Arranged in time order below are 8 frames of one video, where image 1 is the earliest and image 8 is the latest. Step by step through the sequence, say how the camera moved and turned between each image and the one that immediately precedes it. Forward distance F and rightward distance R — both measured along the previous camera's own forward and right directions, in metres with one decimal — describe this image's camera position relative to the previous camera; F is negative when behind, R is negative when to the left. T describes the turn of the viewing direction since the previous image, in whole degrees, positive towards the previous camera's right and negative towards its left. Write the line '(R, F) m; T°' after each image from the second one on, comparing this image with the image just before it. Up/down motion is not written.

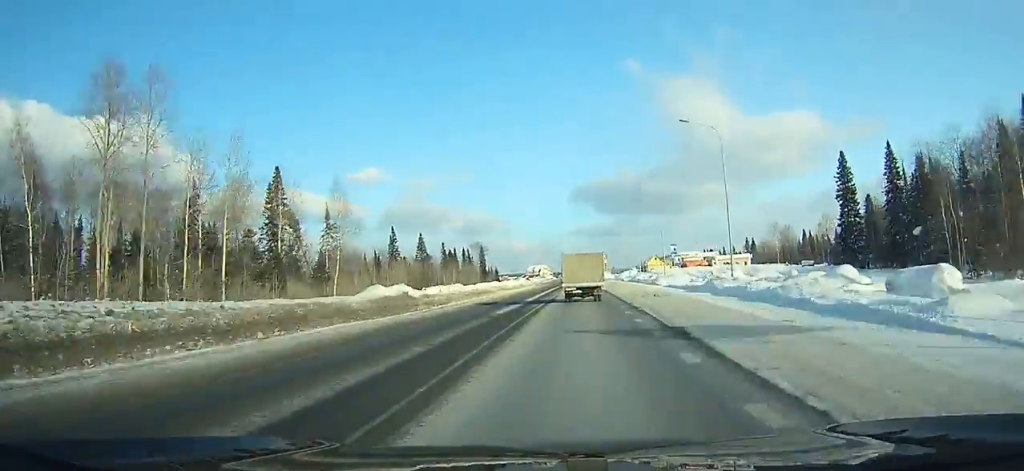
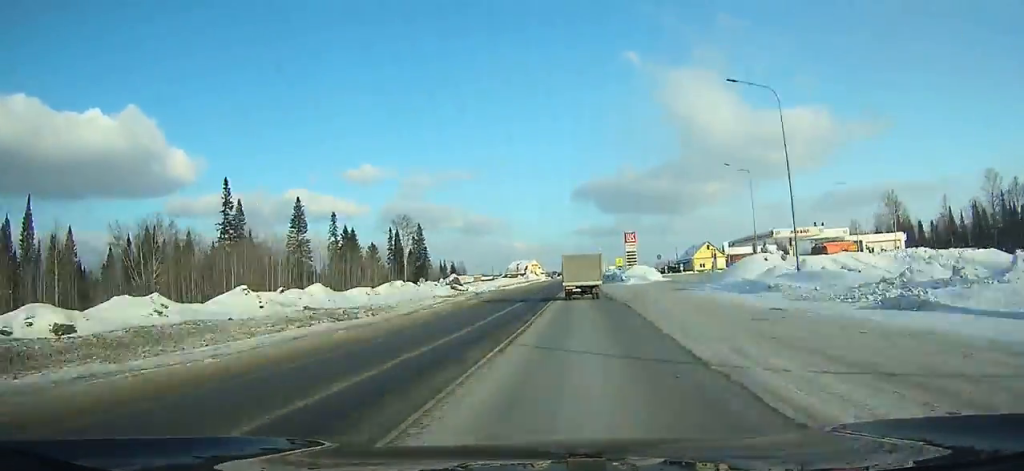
(-1.1, +100.5) m; -1°
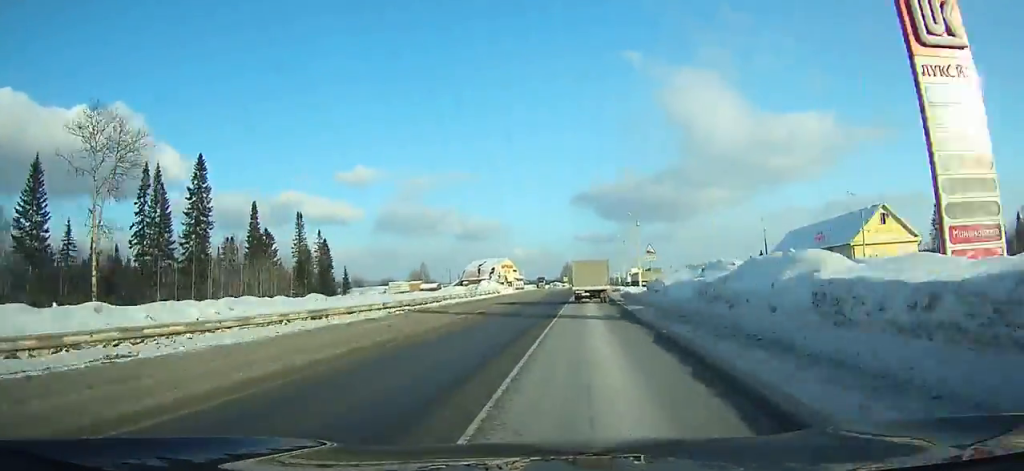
(+0.5, +92.1) m; +1°
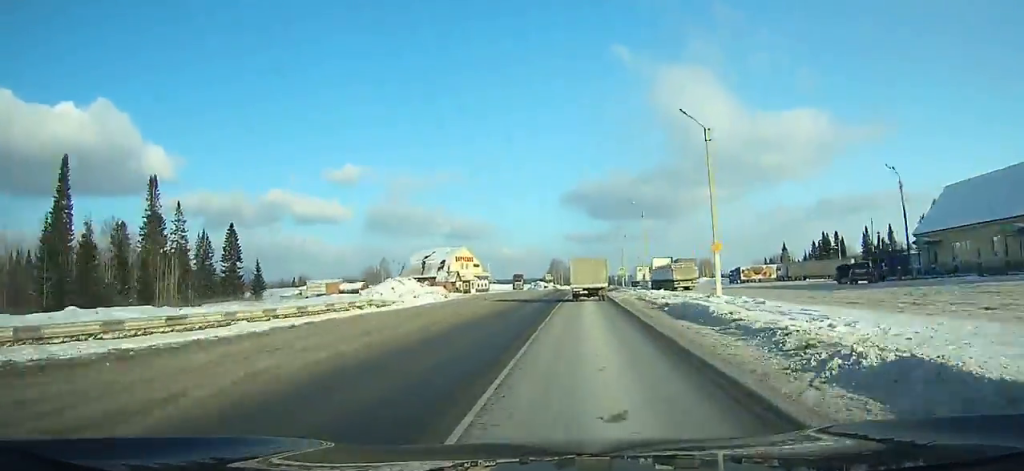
(+0.2, +46.2) m; +1°
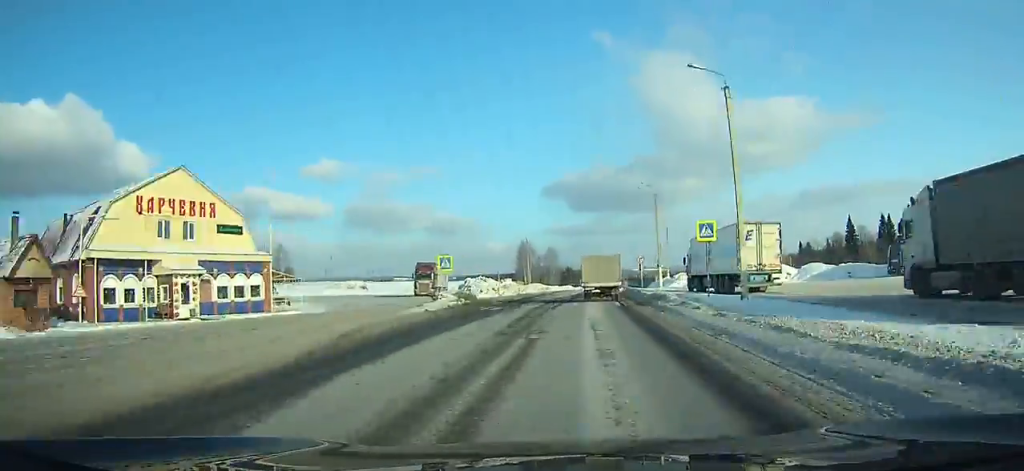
(+1.3, +75.3) m; +2°
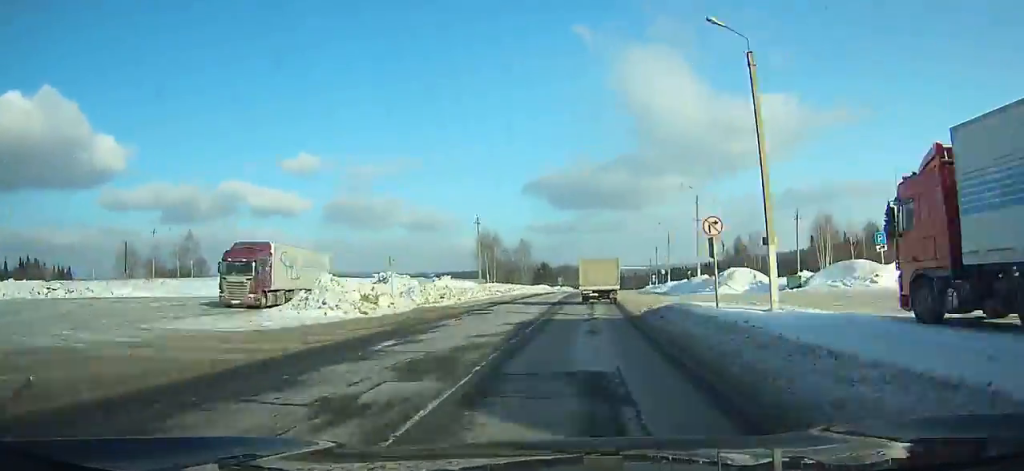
(0.0, +35.6) m; +2°
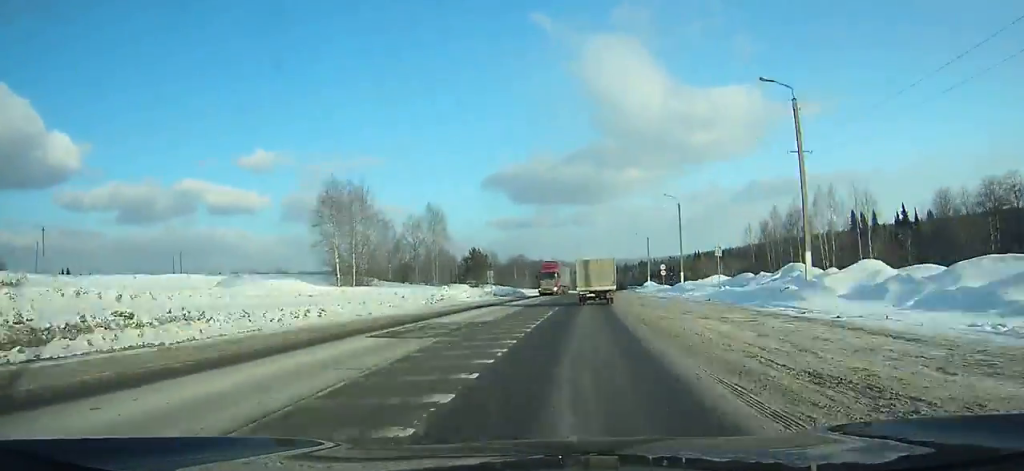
(+2.0, +64.8) m; +3°
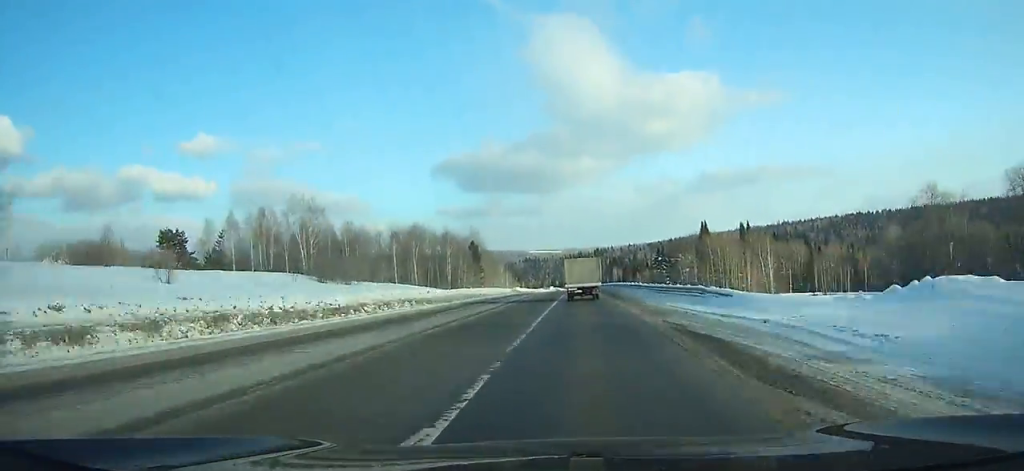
(+3.4, +101.3) m; +3°
